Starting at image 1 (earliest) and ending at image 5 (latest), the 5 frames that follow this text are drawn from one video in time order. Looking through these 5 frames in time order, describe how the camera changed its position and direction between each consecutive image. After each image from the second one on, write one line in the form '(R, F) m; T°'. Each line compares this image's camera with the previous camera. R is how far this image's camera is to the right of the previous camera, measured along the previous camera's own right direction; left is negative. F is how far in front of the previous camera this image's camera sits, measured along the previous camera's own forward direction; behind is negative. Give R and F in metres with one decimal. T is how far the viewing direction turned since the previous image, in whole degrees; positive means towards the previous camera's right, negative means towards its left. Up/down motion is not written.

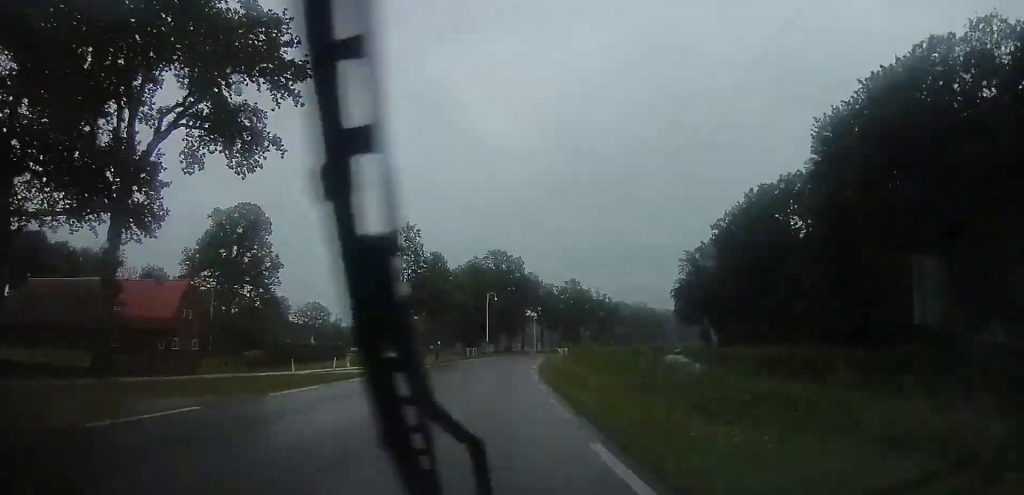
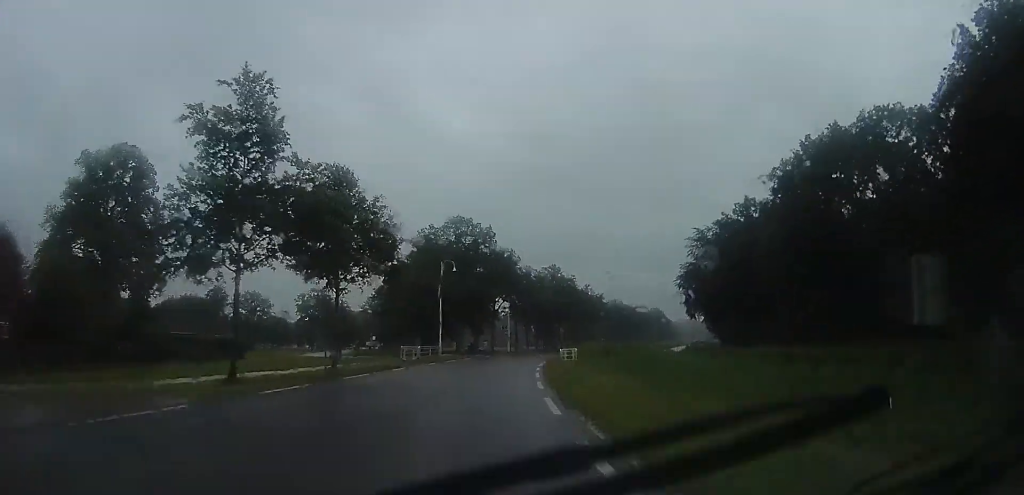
(+0.9, +24.1) m; +4°
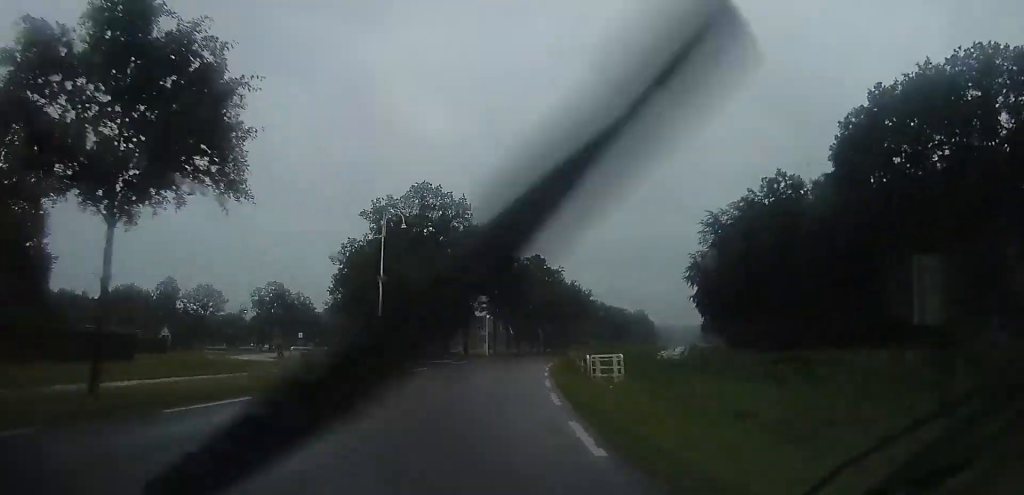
(+0.1, +15.8) m; +3°
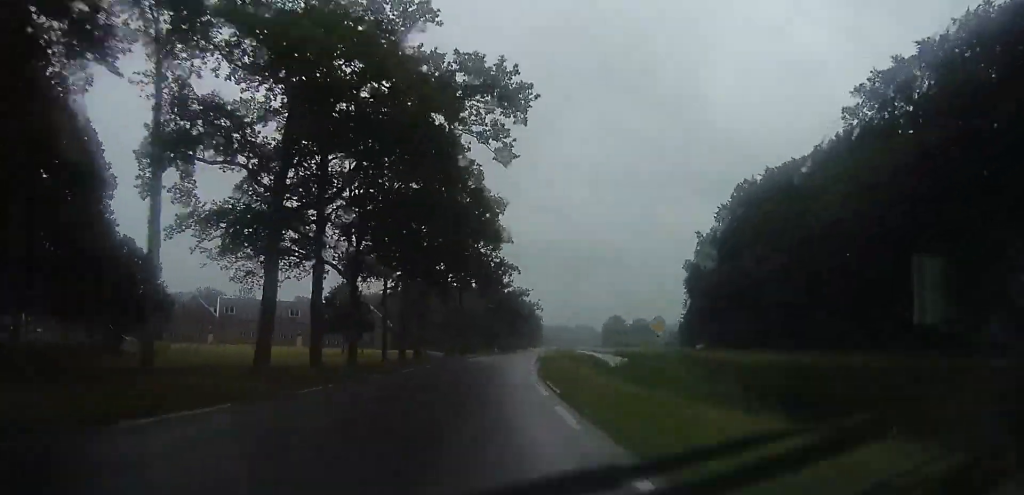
(+10.9, +75.7) m; +14°
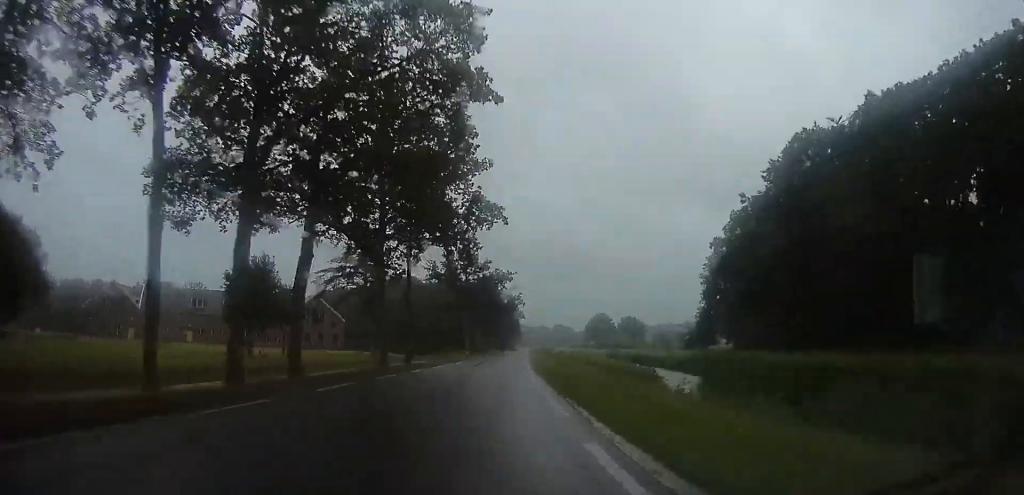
(+0.9, +22.5) m; +4°
